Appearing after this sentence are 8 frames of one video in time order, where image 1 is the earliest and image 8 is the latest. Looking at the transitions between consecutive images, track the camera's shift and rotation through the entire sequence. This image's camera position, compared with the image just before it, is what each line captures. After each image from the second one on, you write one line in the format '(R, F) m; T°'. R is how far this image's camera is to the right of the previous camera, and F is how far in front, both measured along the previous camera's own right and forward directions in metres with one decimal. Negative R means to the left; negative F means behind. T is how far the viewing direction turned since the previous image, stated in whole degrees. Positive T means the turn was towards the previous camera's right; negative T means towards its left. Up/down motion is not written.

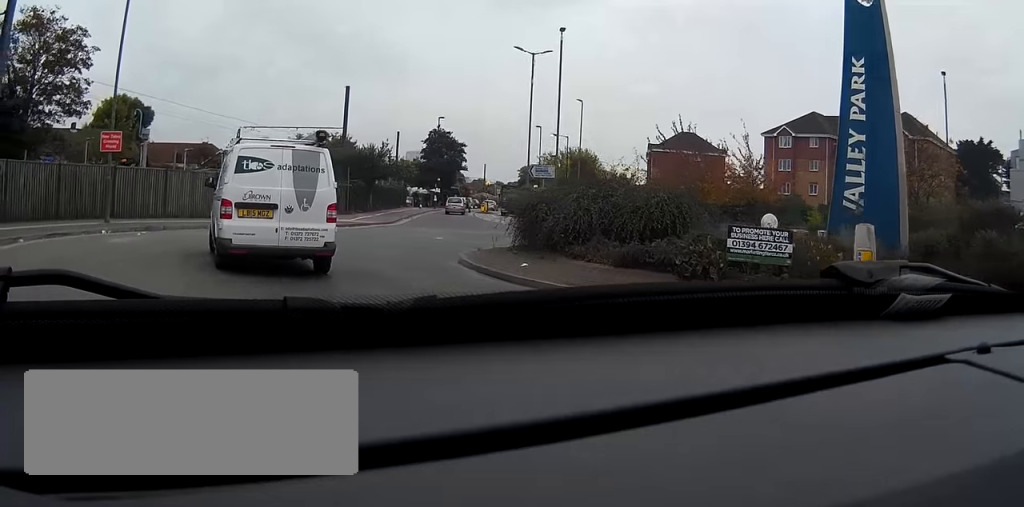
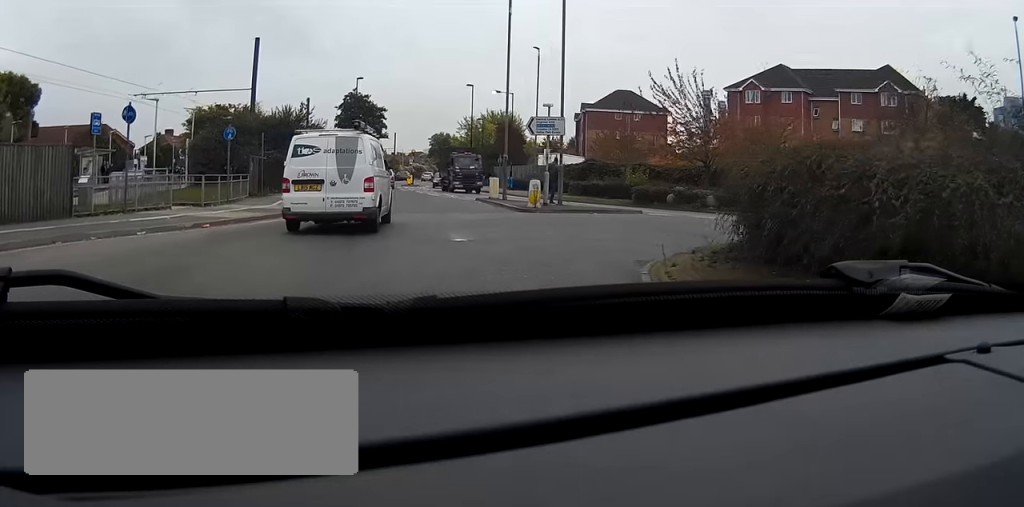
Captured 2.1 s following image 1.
(+0.6, +10.9) m; +10°
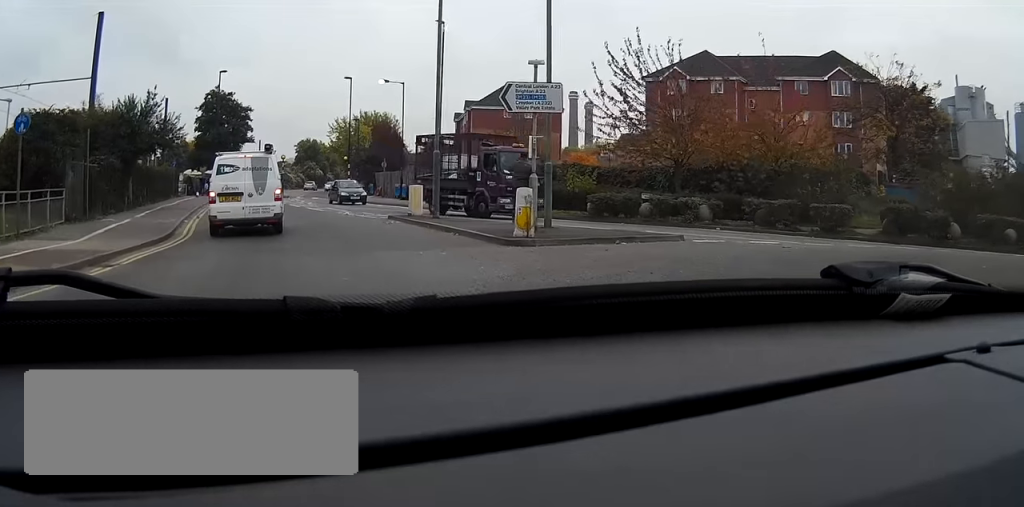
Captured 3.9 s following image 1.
(+1.0, +10.7) m; +8°
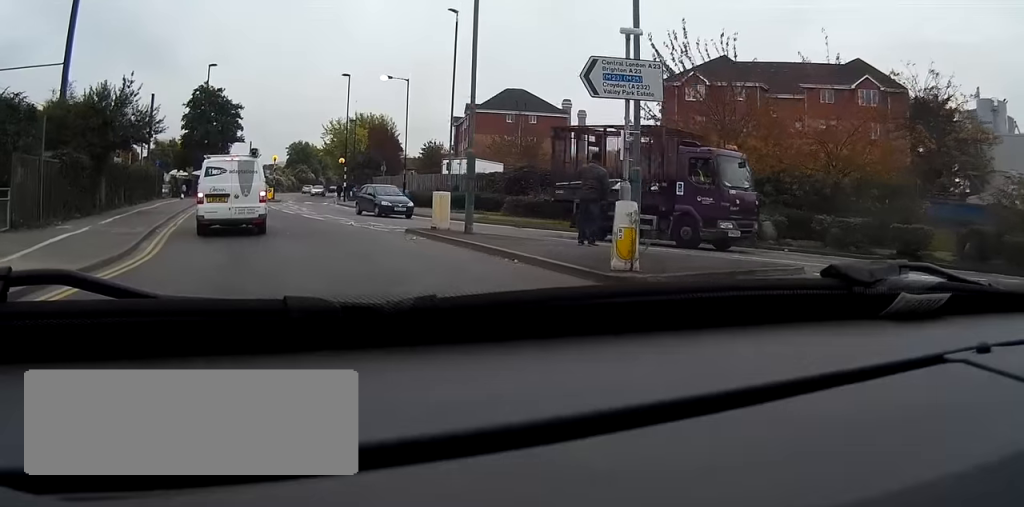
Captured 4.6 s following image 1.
(+0.1, +4.3) m; +1°
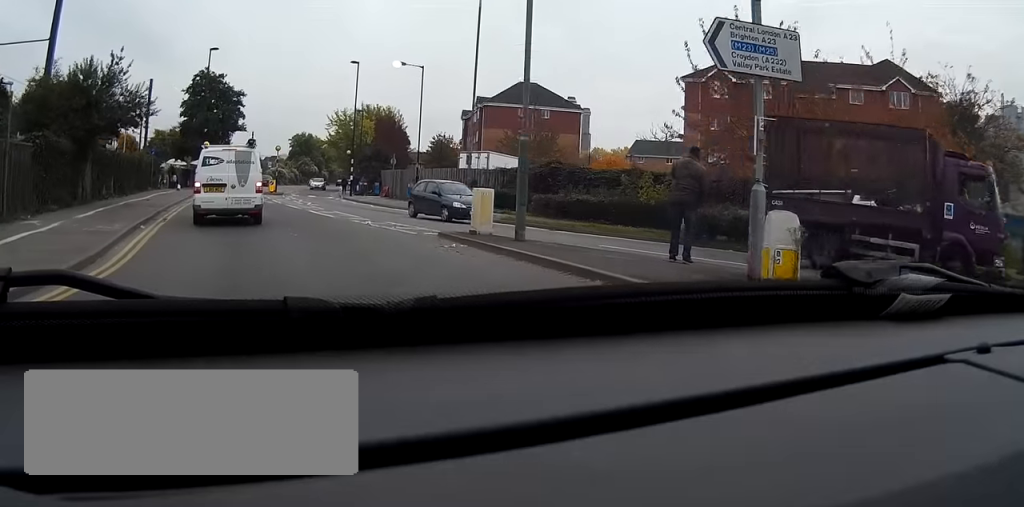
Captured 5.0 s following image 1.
(0.0, +3.2) m; 0°
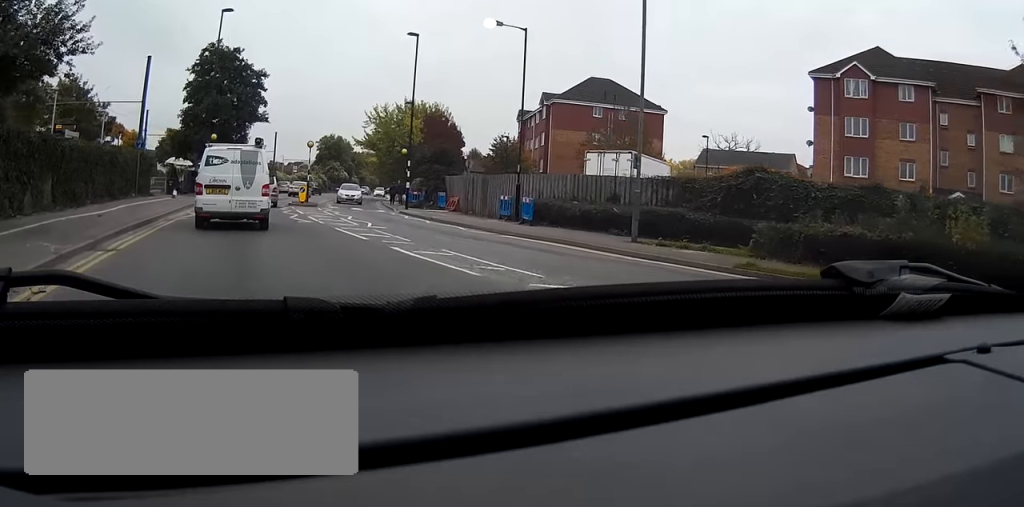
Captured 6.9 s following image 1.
(-0.1, +13.7) m; -1°
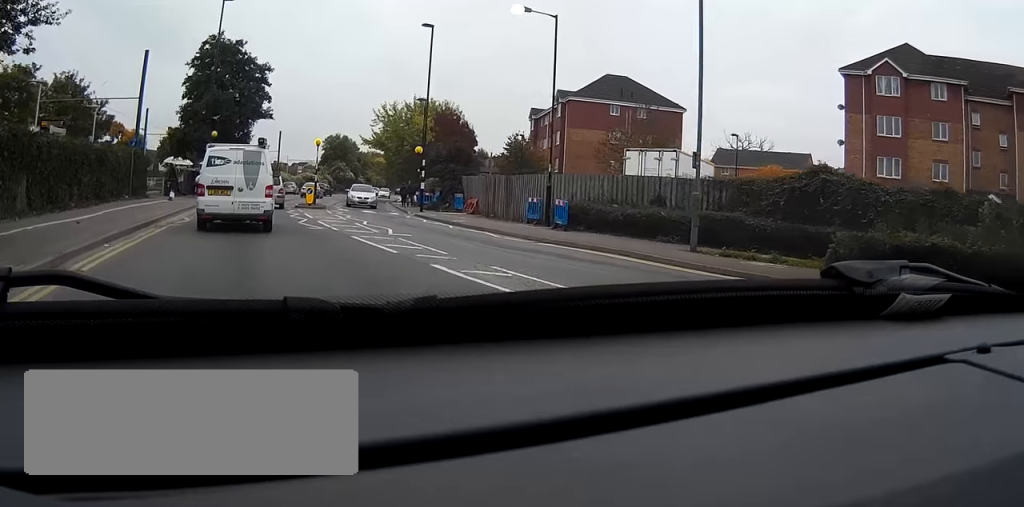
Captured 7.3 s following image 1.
(+0.1, +3.0) m; 0°
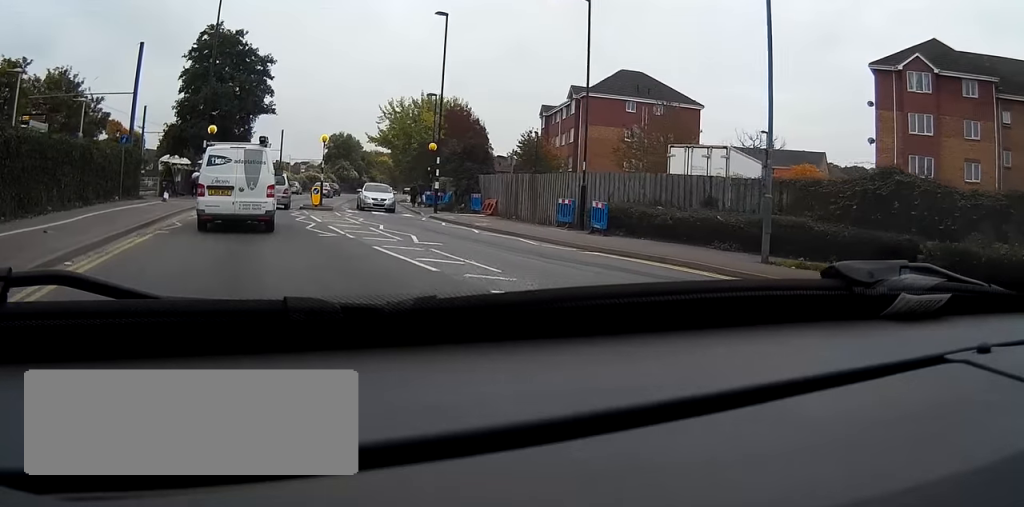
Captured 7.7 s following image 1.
(0.0, +2.9) m; 0°
